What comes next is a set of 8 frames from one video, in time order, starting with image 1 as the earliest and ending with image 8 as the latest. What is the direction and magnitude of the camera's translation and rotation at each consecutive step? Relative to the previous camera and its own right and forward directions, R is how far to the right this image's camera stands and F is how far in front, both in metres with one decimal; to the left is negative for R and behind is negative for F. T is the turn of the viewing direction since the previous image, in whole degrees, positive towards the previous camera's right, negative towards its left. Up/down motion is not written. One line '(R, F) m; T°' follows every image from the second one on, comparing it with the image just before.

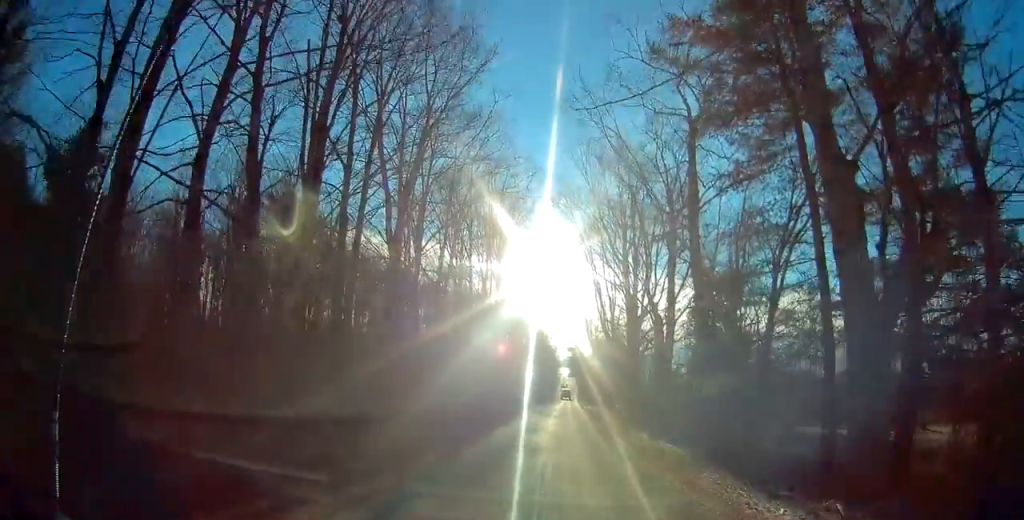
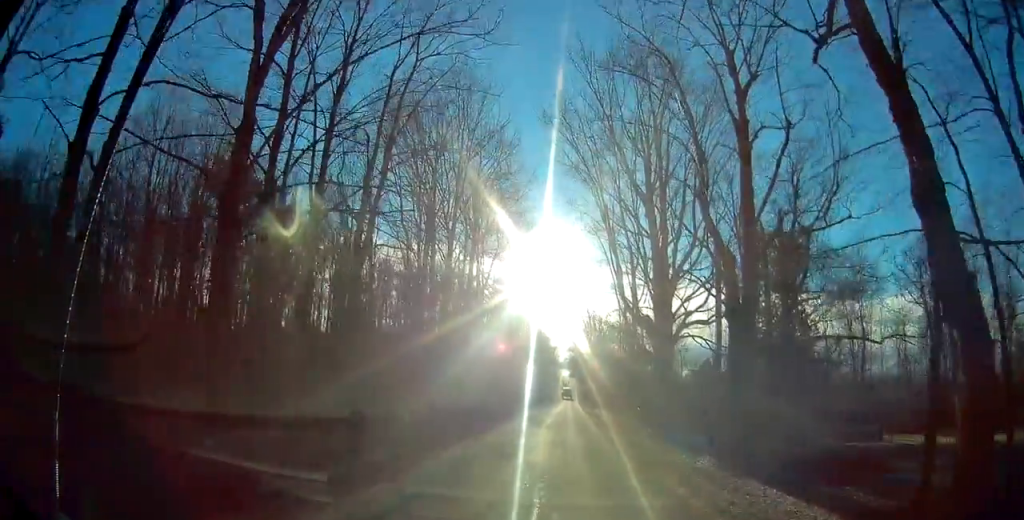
(+0.5, +13.4) m; +4°
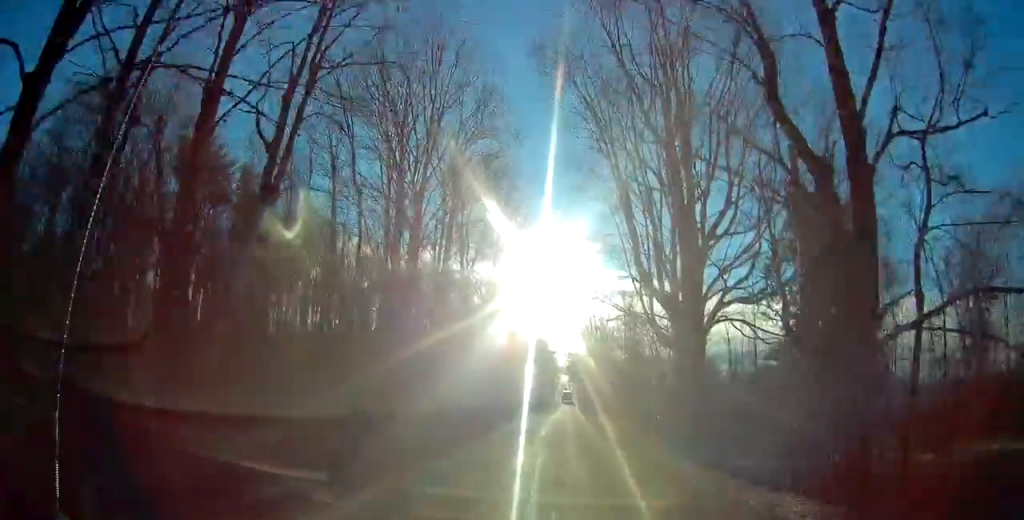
(0.0, +7.3) m; -2°
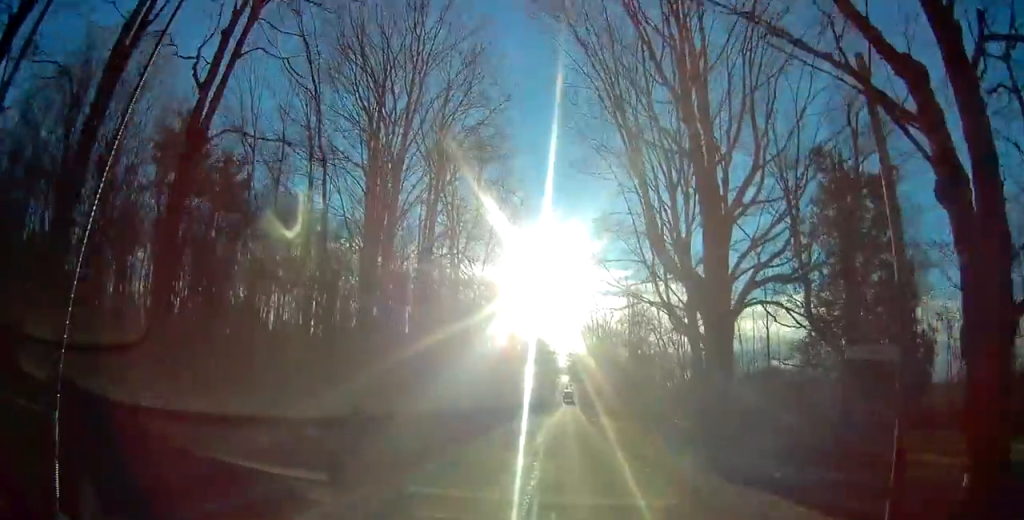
(0.0, +3.8) m; -1°
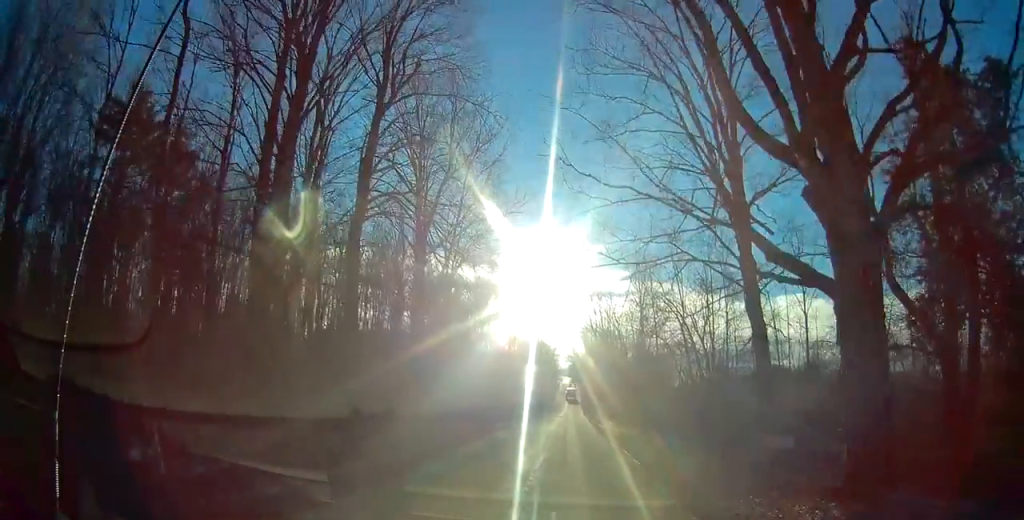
(-0.2, +9.2) m; +1°
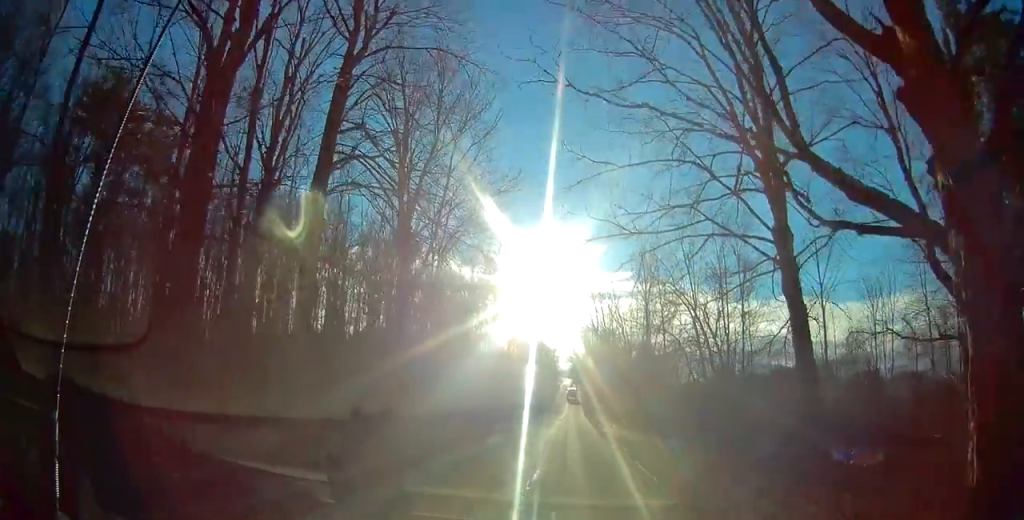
(+0.1, +3.2) m; 0°
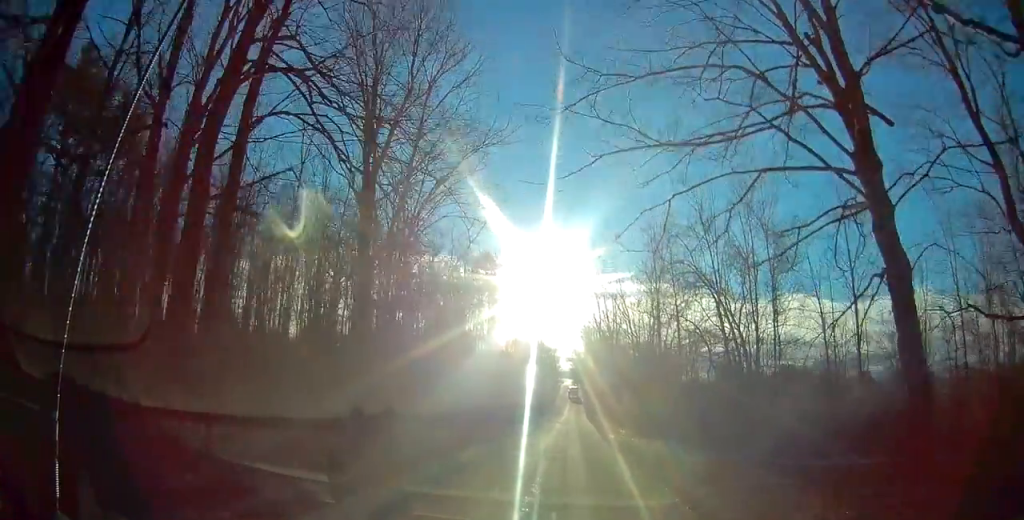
(+0.1, +4.9) m; 0°
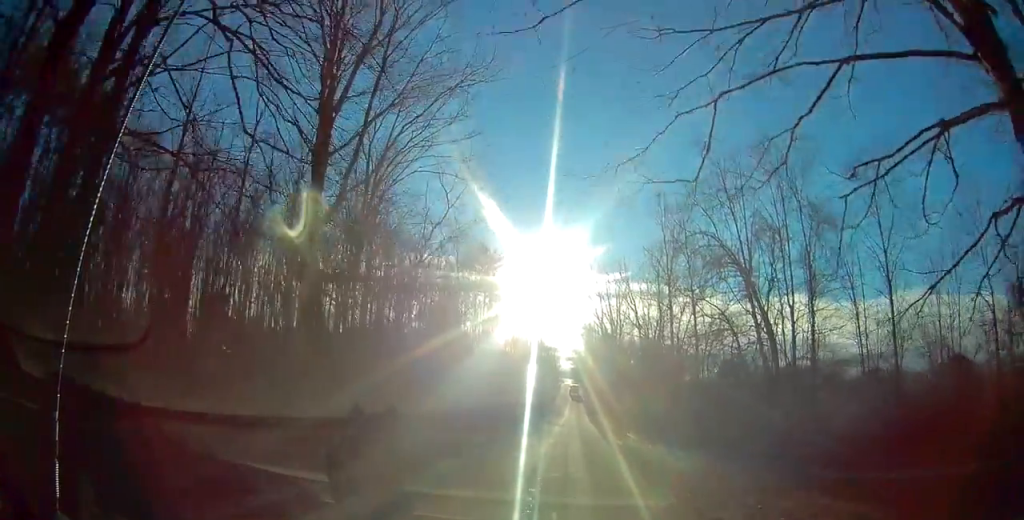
(-0.2, +4.5) m; 0°
